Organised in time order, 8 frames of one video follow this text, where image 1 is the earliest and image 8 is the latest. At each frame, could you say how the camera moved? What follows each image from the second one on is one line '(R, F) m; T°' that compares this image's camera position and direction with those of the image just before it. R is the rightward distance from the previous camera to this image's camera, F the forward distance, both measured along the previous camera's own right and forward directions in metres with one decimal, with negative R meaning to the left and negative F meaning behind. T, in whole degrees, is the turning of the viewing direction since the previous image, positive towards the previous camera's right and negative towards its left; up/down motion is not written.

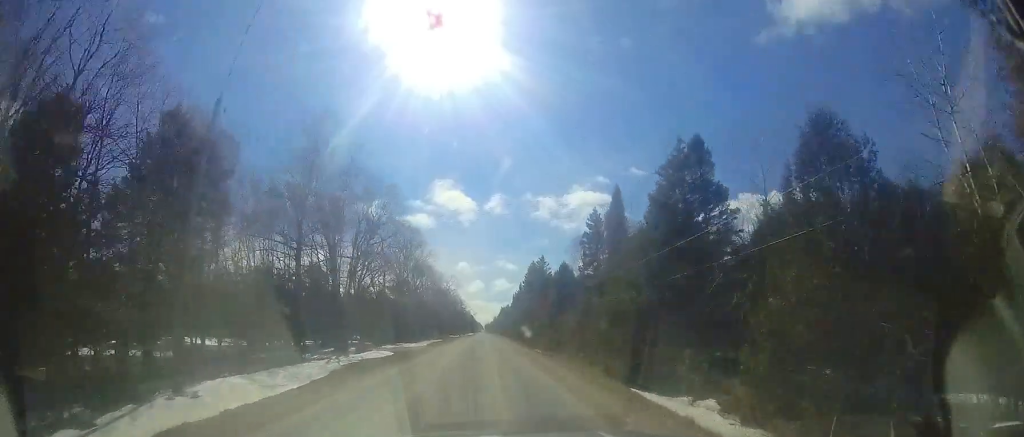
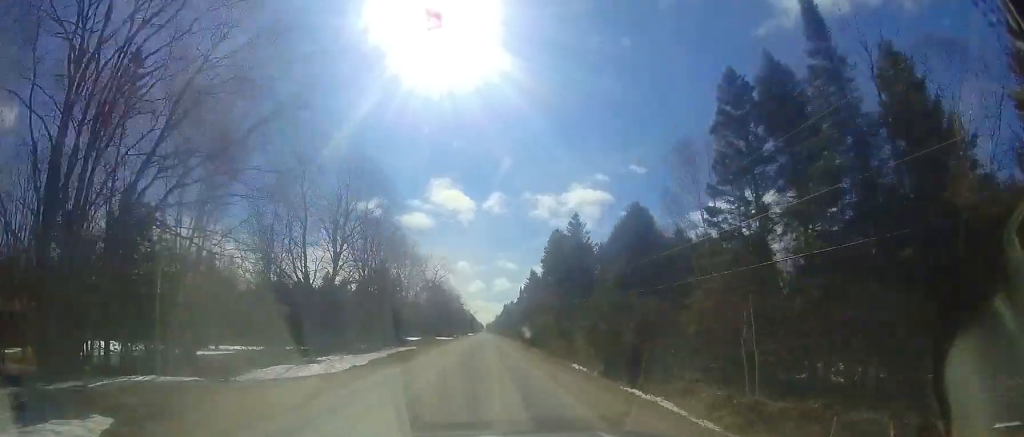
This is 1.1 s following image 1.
(+0.1, +23.0) m; +1°
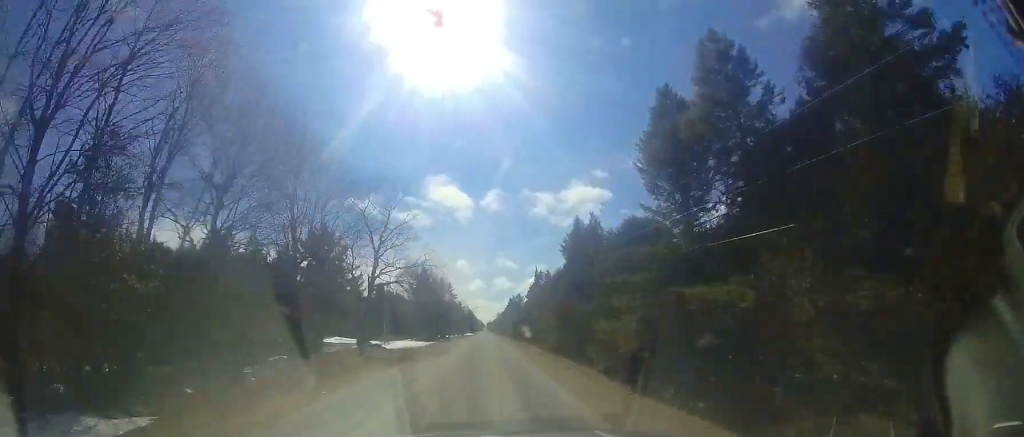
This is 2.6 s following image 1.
(-0.3, +33.0) m; -1°
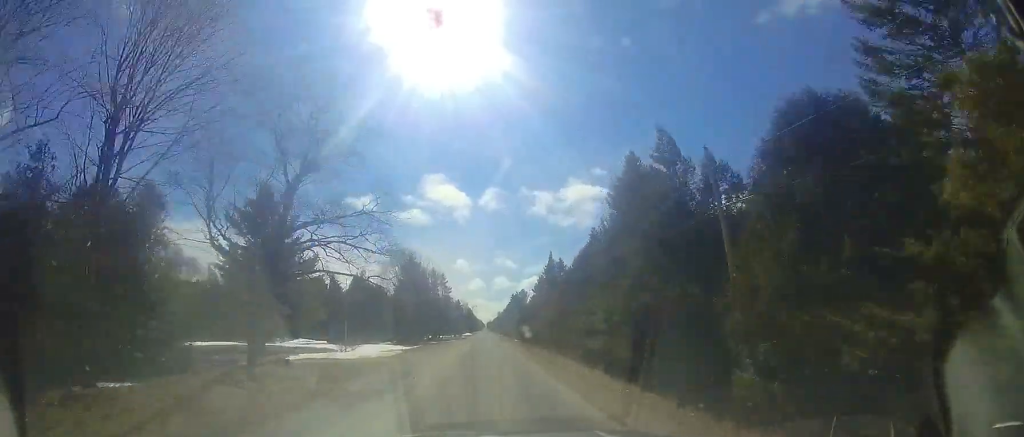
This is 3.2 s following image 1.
(-0.1, +14.9) m; 0°
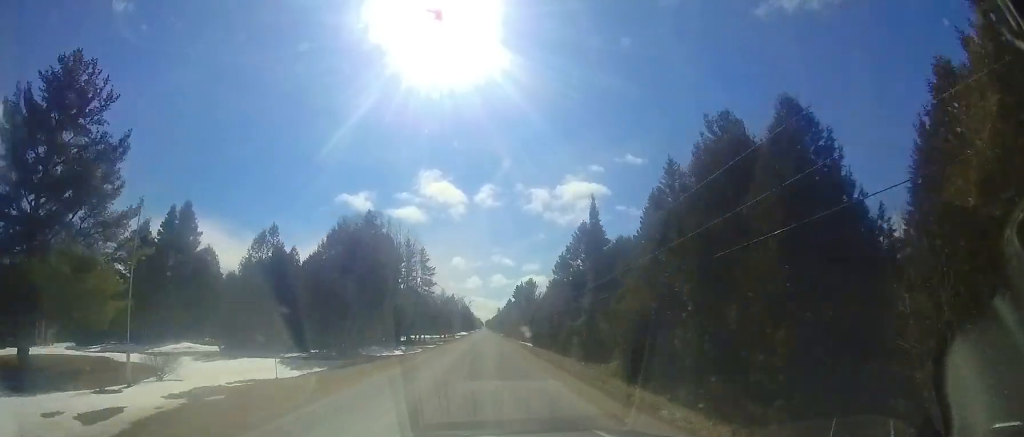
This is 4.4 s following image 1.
(+0.2, +25.7) m; +1°
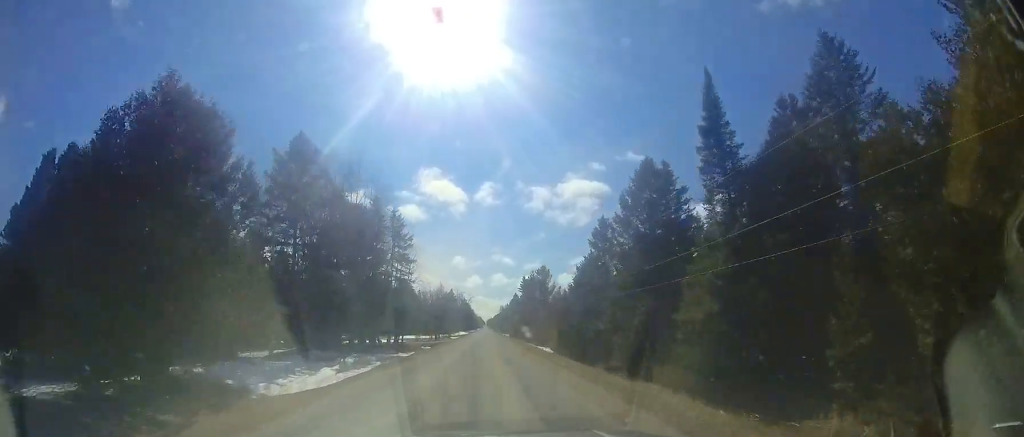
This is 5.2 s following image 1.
(+0.1, +19.0) m; 0°
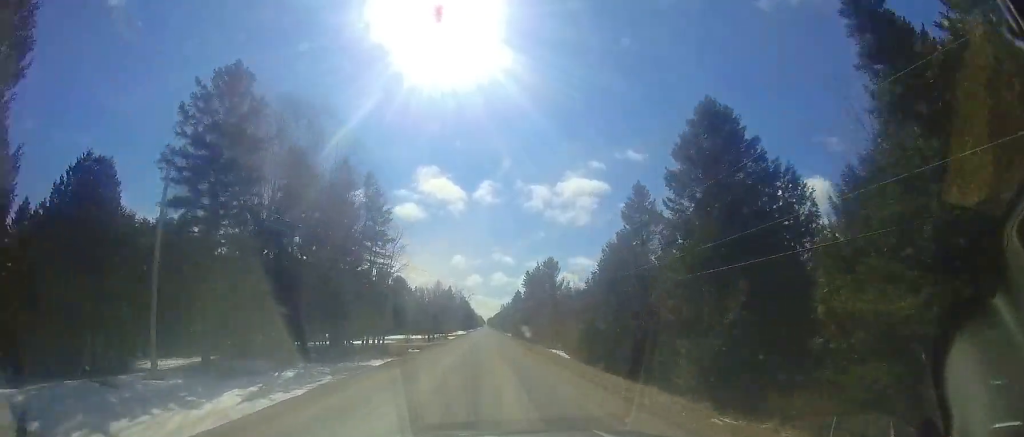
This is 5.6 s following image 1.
(+0.1, +9.2) m; 0°
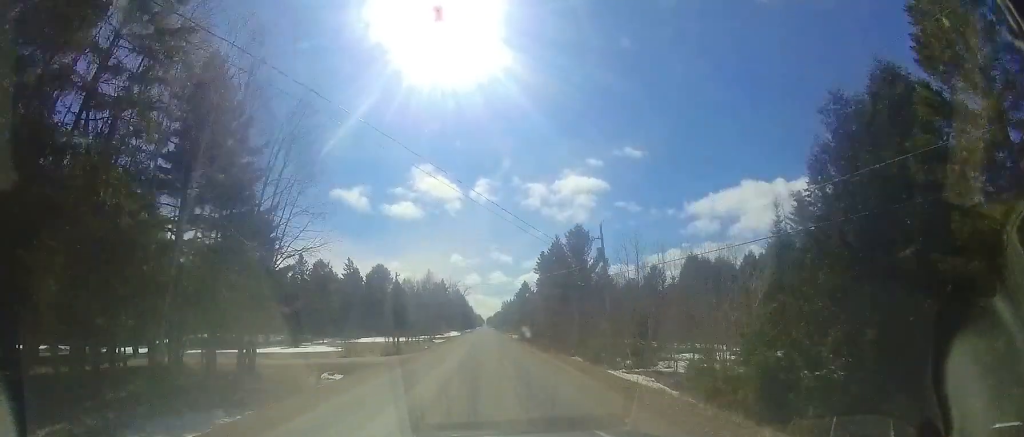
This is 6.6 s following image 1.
(-0.1, +23.8) m; -1°
